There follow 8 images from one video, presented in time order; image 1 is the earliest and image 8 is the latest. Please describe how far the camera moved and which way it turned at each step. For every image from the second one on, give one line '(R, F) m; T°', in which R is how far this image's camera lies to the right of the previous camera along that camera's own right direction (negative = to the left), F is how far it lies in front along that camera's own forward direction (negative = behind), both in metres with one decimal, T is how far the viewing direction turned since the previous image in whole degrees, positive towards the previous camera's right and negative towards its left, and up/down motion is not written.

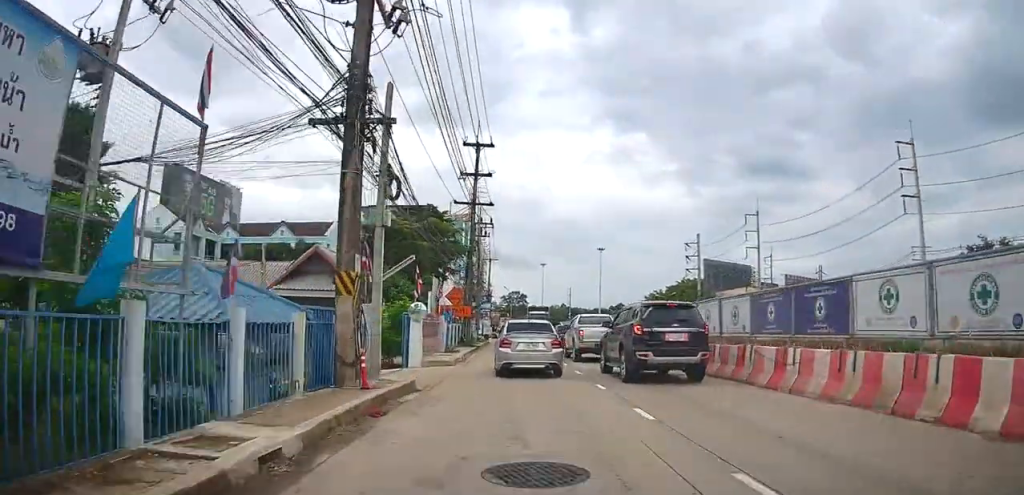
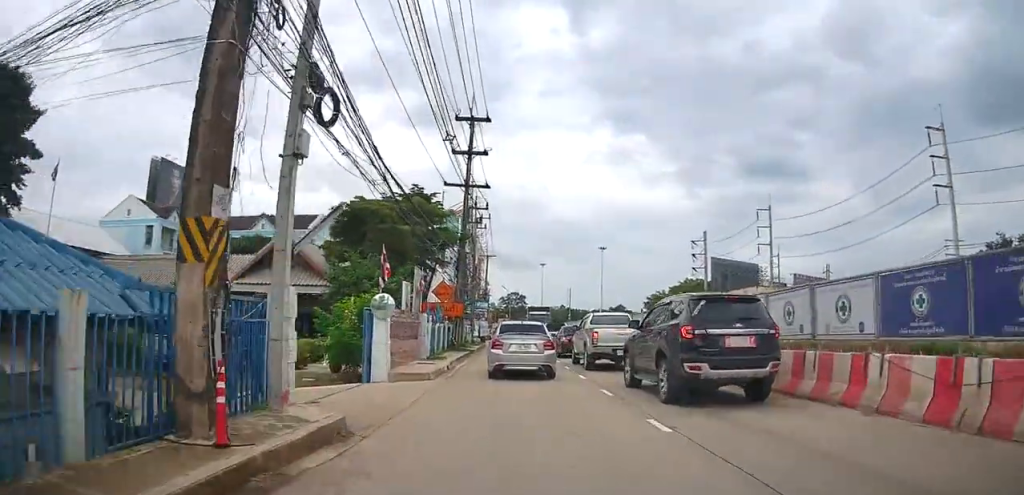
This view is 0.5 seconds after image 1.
(-0.2, +4.7) m; 0°
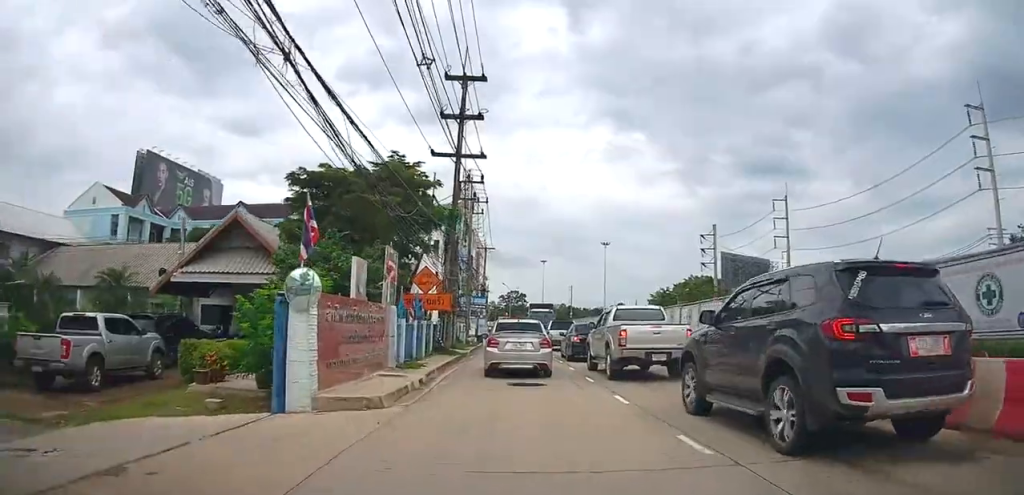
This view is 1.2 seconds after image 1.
(-0.1, +5.3) m; +1°
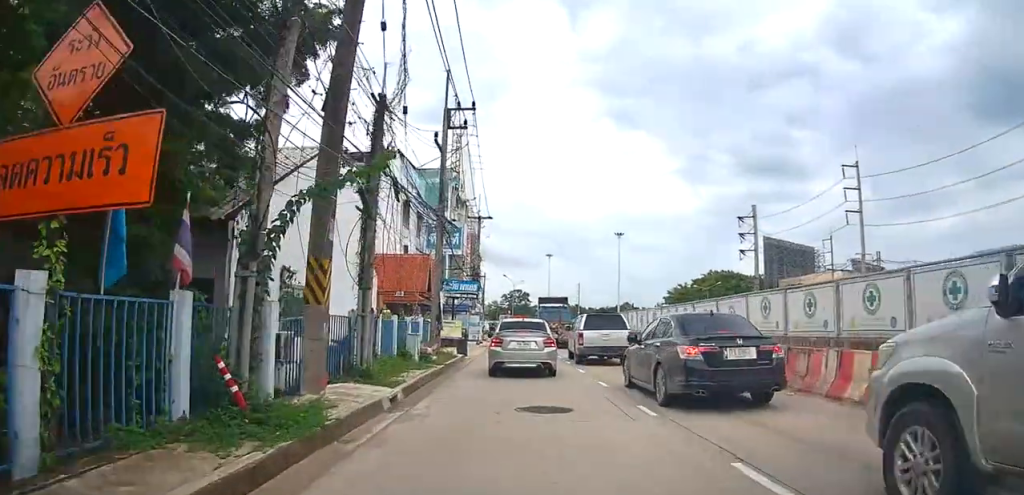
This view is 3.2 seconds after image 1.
(+0.5, +17.3) m; 0°
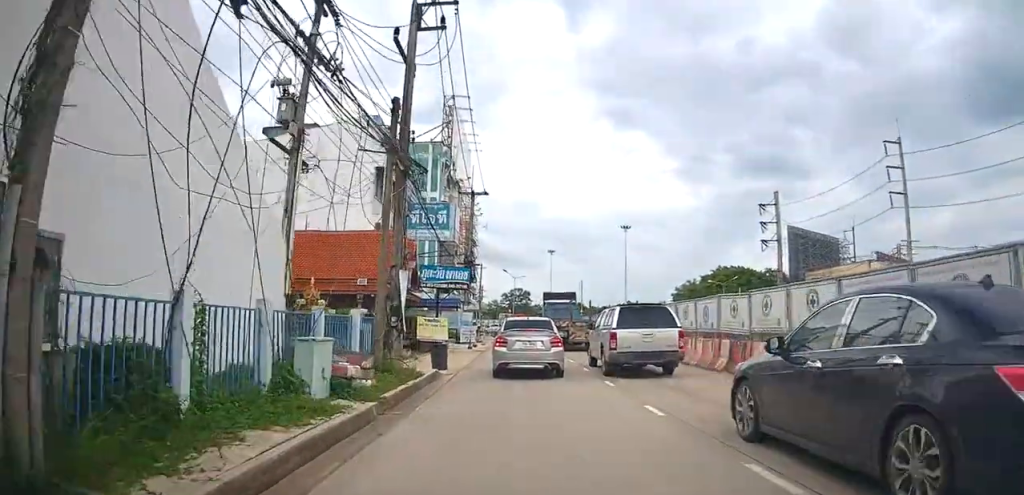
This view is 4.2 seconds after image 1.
(-0.2, +8.0) m; -1°
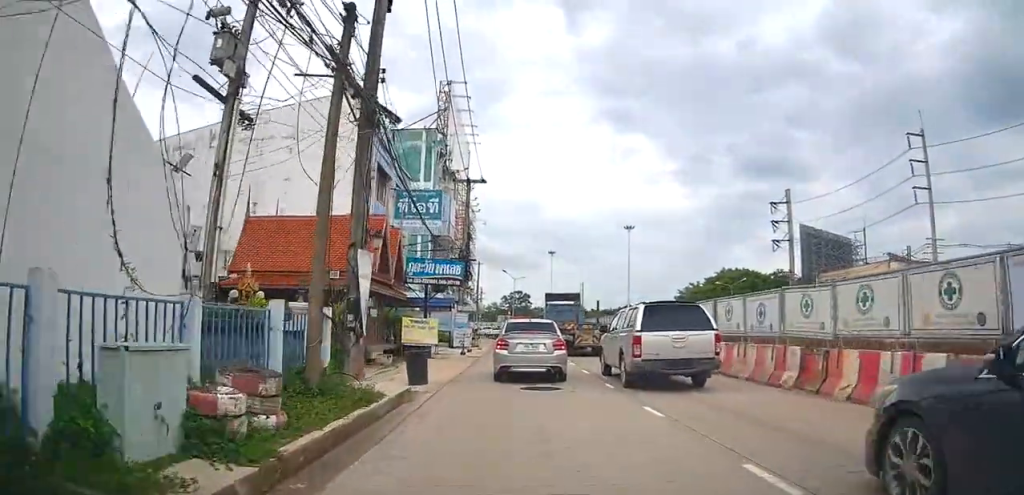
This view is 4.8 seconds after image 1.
(-0.1, +3.8) m; +1°
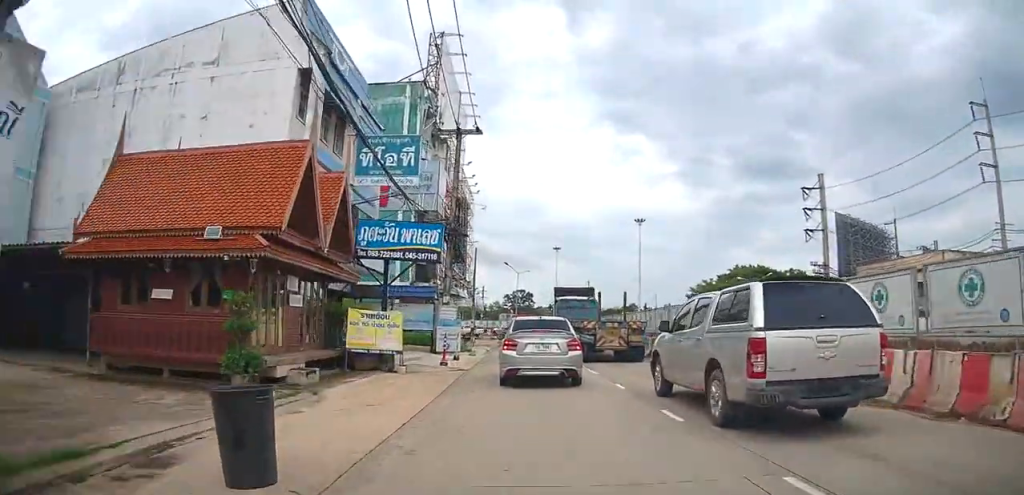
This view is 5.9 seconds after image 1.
(+0.2, +8.7) m; +3°
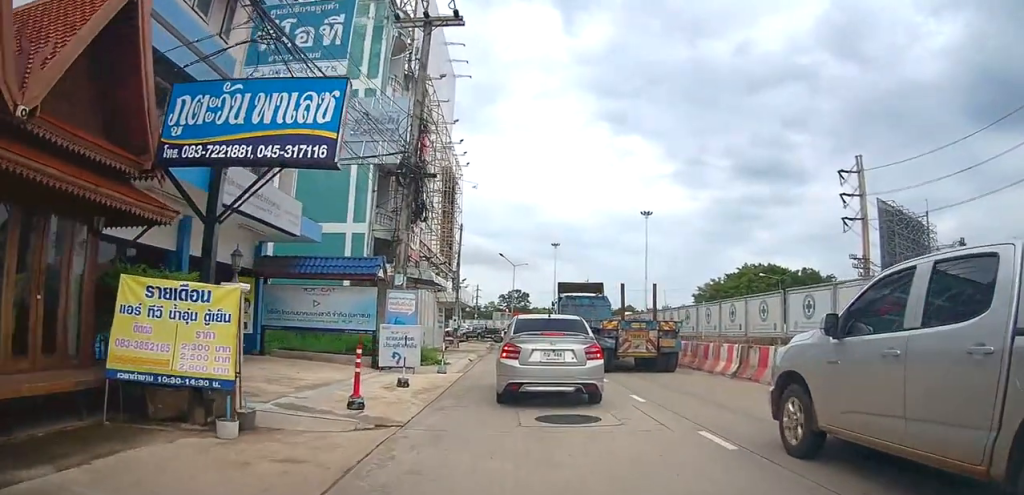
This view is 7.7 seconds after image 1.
(0.0, +10.2) m; -1°
